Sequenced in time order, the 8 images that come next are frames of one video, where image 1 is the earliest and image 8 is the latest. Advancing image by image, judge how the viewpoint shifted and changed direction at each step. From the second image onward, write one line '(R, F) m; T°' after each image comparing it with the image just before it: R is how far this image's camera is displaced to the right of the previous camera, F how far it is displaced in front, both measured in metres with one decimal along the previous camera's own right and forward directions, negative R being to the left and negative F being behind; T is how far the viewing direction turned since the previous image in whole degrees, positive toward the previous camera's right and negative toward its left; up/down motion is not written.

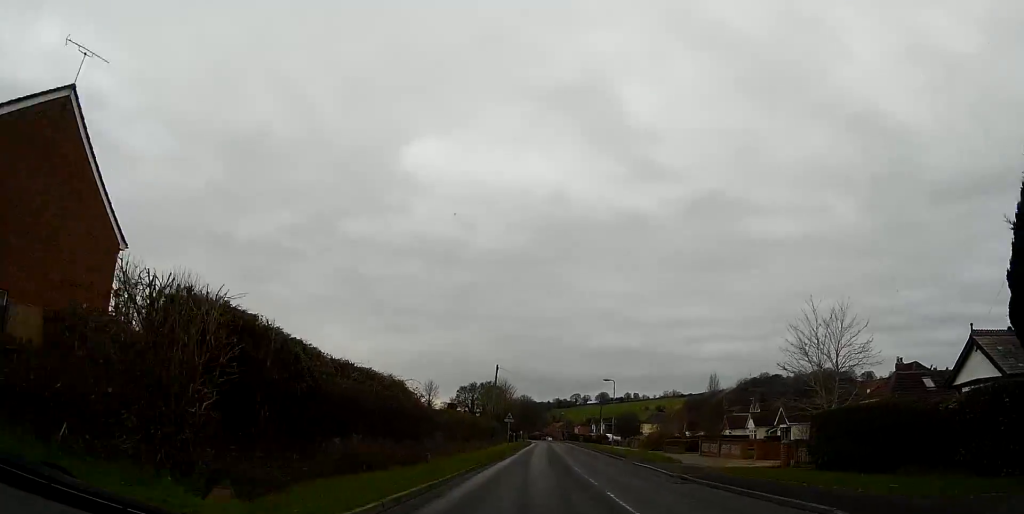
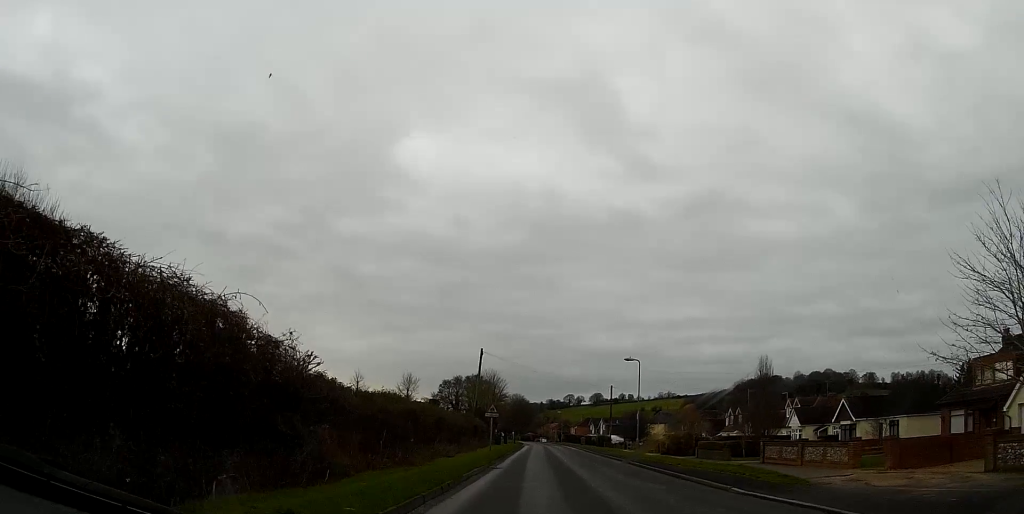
(0.0, +15.8) m; 0°
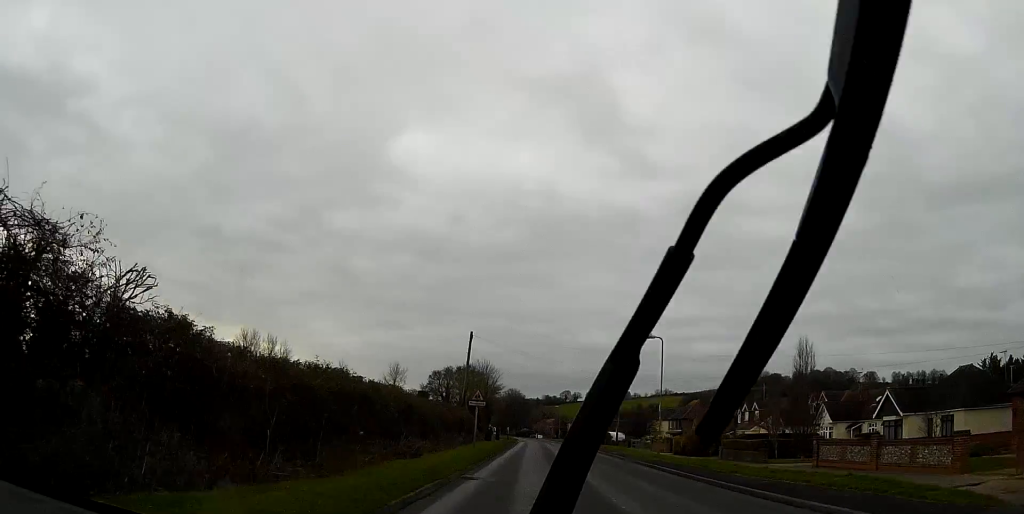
(0.0, +8.0) m; 0°
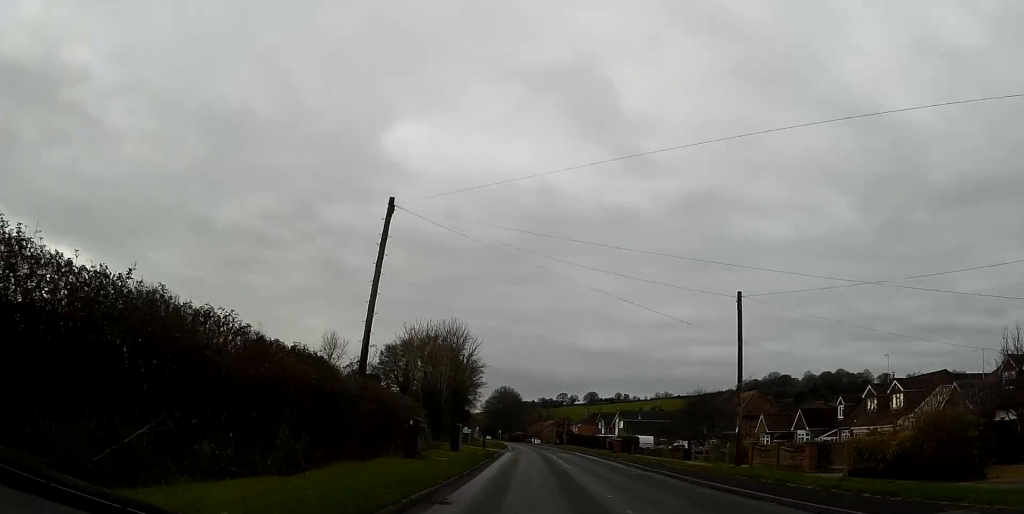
(+0.2, +32.4) m; +1°
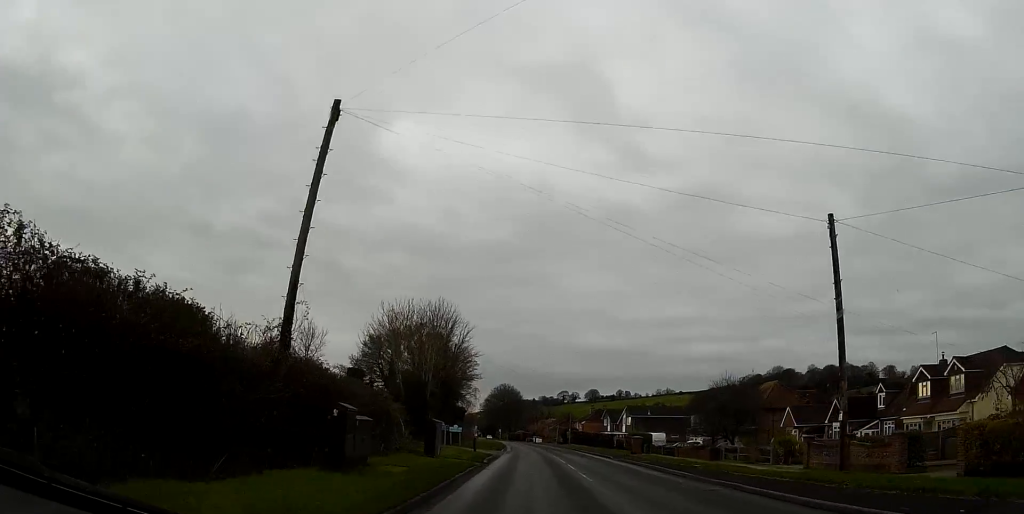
(0.0, +7.5) m; 0°
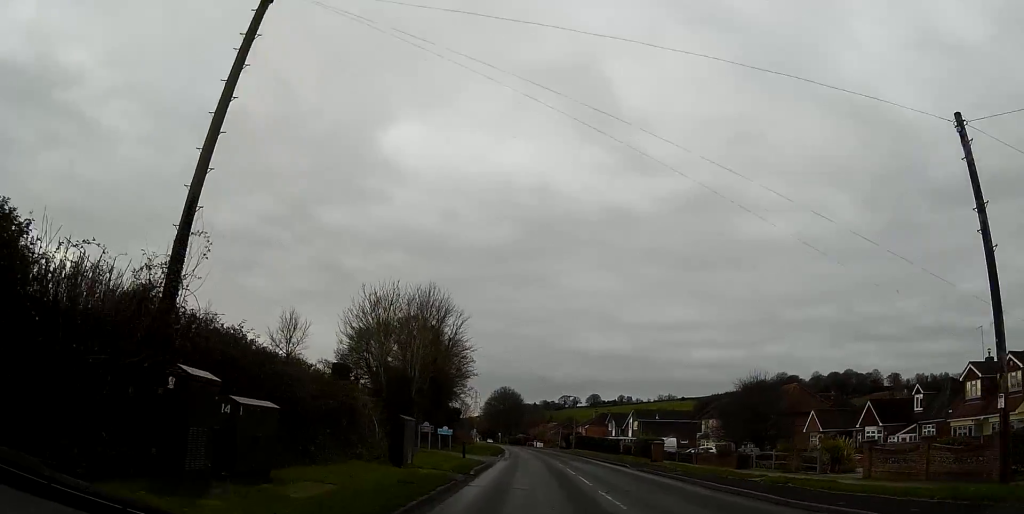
(0.0, +5.7) m; 0°
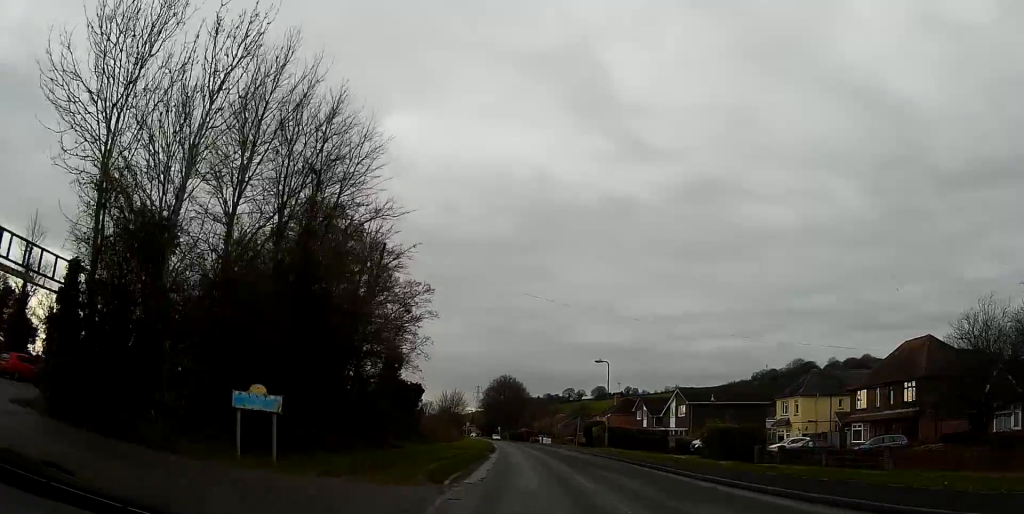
(0.0, +26.5) m; -1°
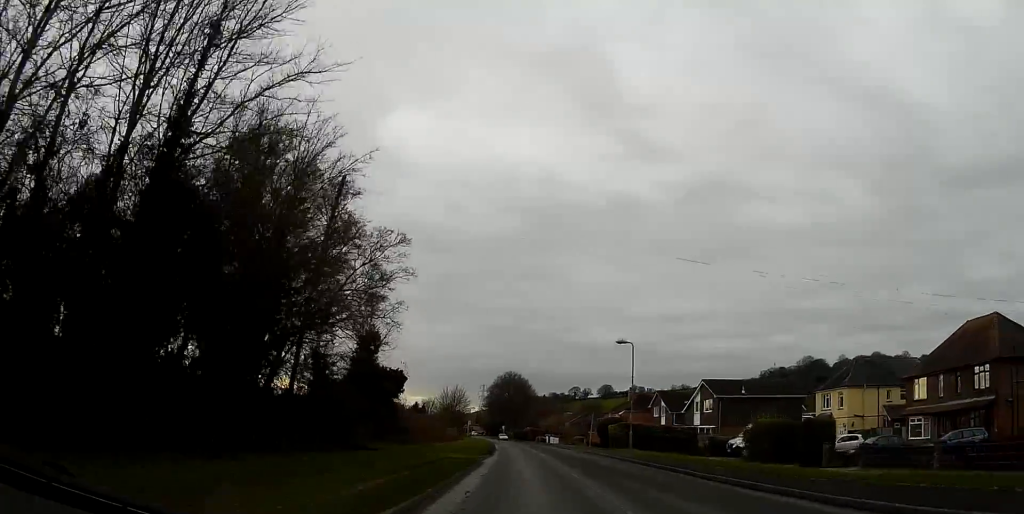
(-0.1, +8.0) m; -1°
